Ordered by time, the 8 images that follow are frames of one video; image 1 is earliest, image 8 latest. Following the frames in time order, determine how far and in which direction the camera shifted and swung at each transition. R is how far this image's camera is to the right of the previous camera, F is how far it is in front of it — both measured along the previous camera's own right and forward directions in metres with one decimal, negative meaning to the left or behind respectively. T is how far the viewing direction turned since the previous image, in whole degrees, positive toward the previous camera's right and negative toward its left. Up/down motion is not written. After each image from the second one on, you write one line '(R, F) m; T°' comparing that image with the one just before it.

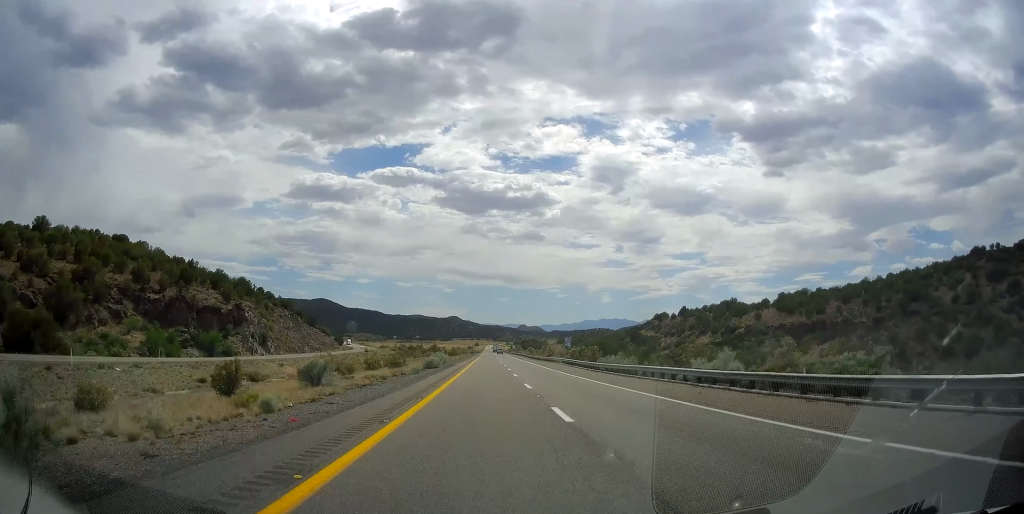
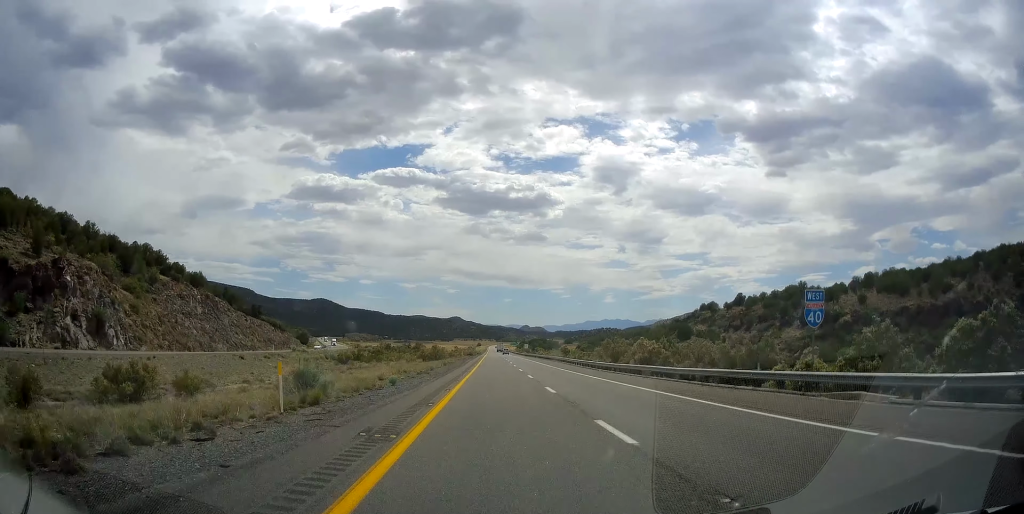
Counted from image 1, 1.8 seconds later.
(0.0, +63.4) m; 0°
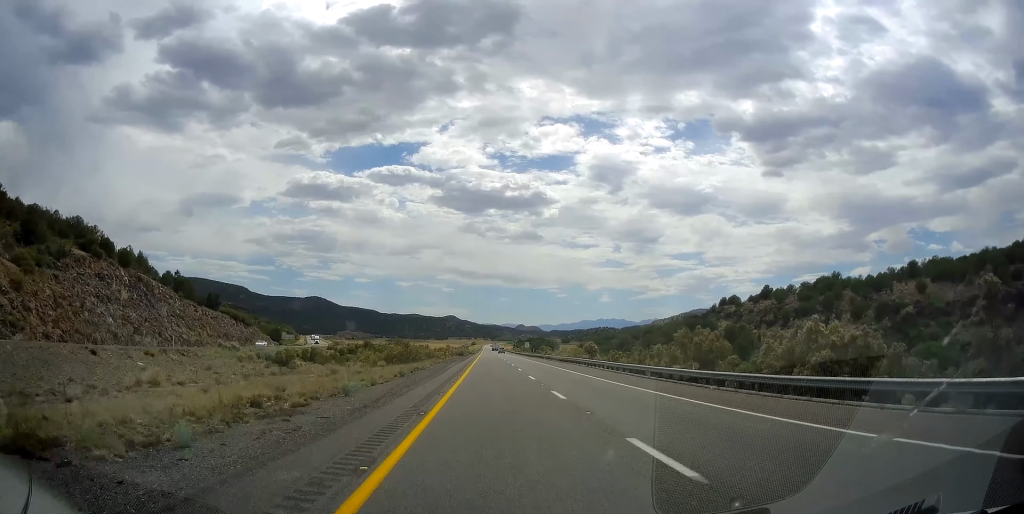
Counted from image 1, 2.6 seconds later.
(0.0, +27.1) m; 0°
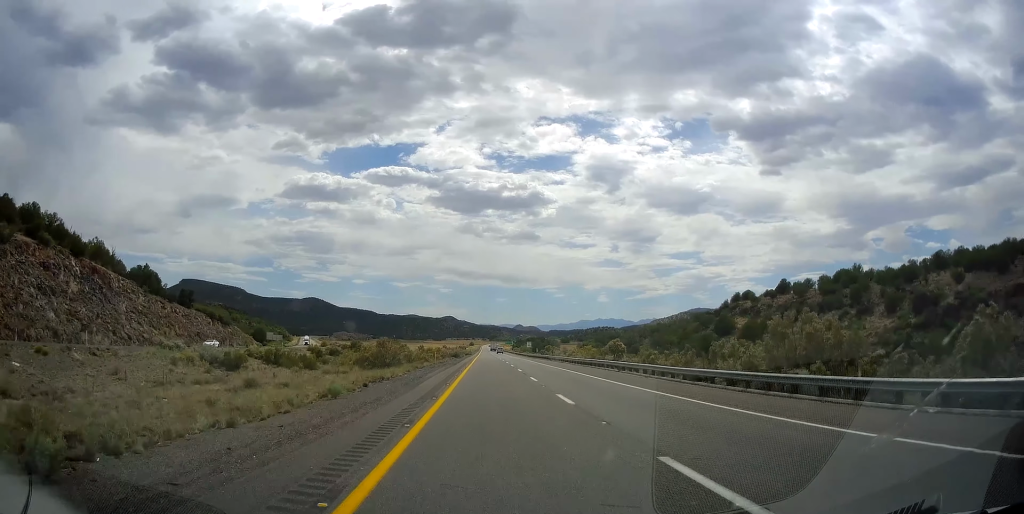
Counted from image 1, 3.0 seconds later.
(0.0, +14.2) m; 0°
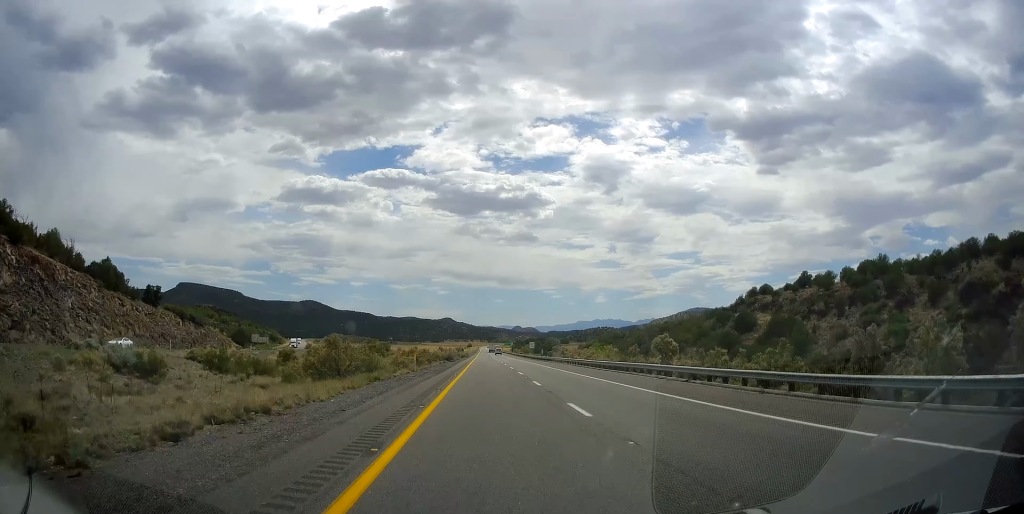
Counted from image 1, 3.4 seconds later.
(-0.2, +15.4) m; 0°
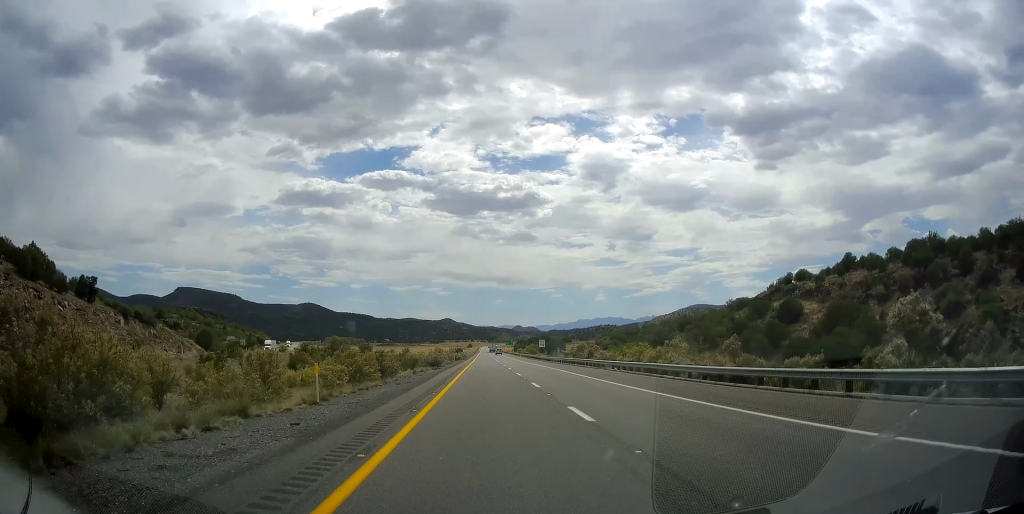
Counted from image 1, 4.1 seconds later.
(+0.2, +24.7) m; 0°
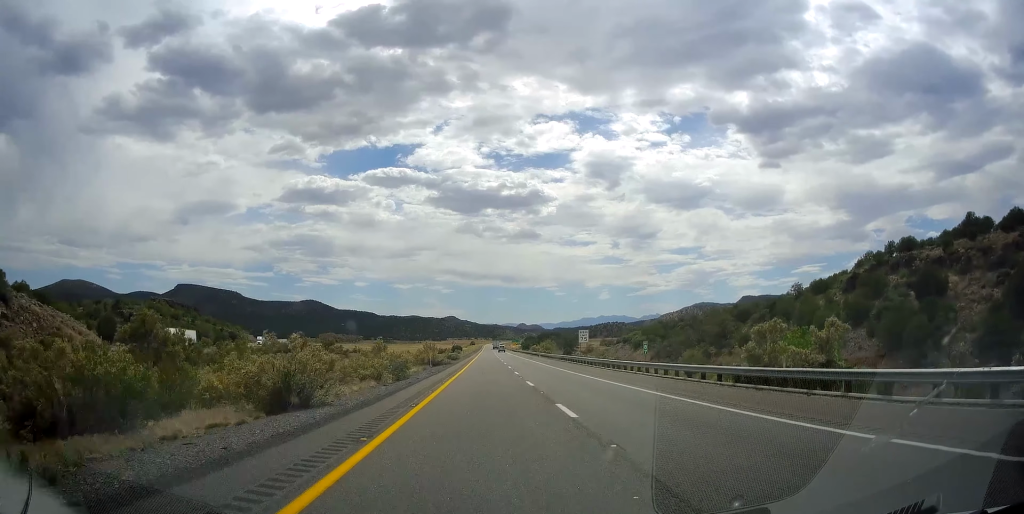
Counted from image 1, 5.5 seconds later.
(+0.2, +47.9) m; 0°
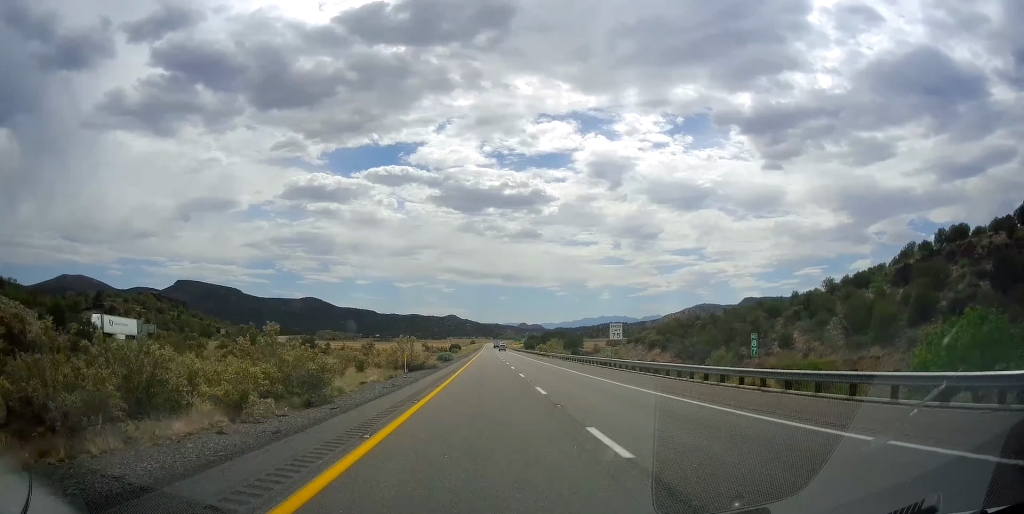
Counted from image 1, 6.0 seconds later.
(-0.1, +17.5) m; 0°
